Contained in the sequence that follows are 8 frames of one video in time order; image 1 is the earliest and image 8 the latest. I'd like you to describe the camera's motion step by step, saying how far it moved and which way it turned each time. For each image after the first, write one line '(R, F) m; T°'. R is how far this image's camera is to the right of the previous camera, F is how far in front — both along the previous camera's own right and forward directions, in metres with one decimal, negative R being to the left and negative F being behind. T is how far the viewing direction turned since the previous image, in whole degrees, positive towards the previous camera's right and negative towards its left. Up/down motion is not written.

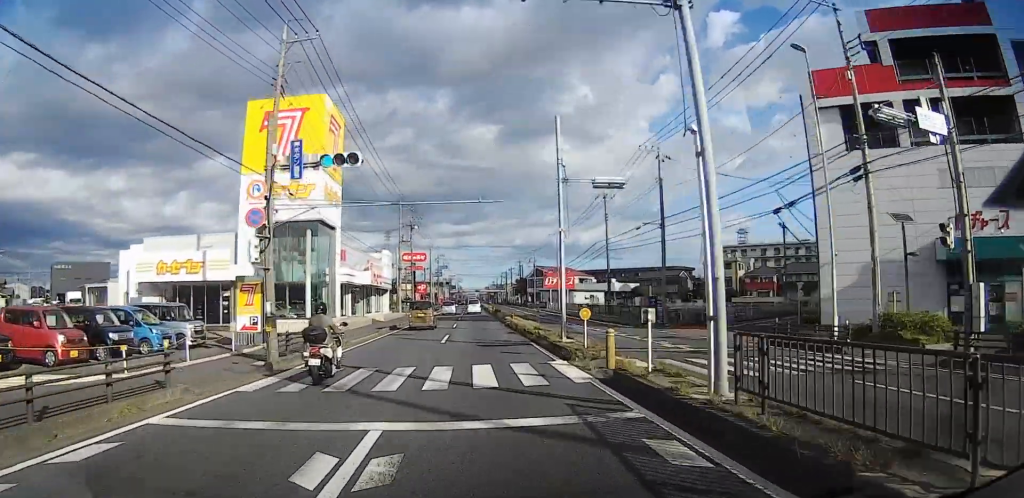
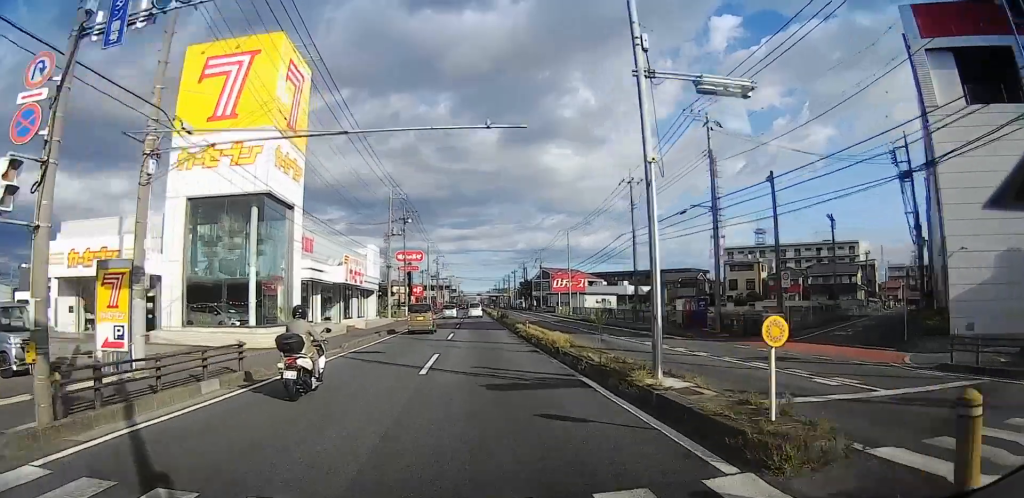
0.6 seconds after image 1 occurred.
(+0.5, +10.6) m; +1°
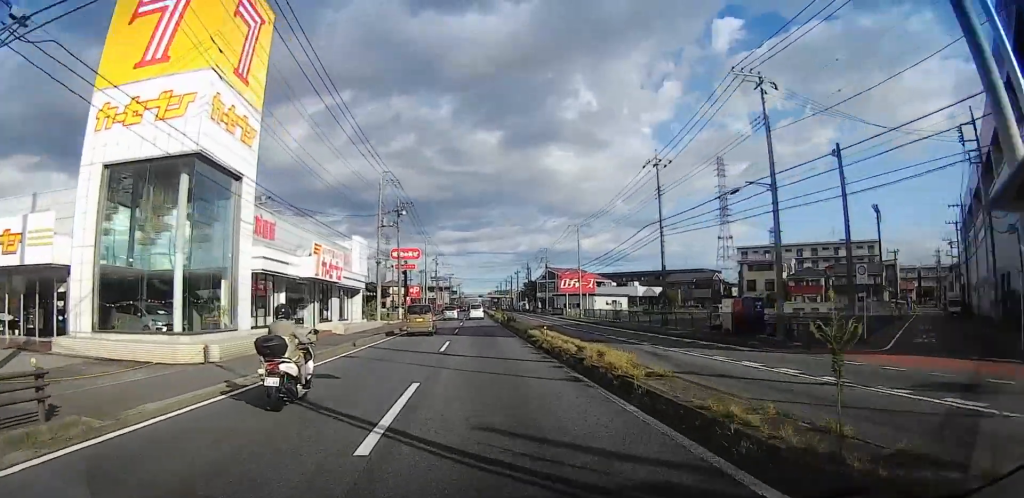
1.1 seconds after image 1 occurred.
(-0.3, +7.8) m; -1°
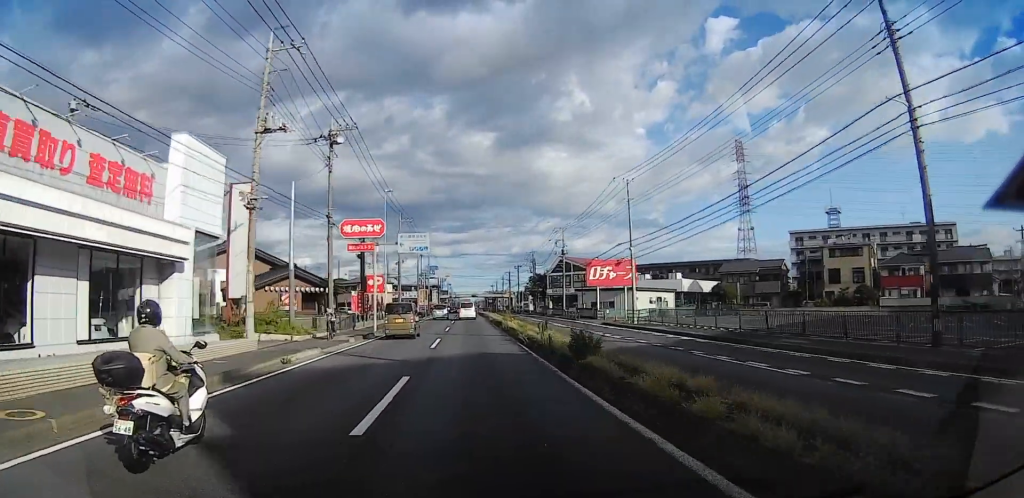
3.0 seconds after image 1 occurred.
(-0.7, +29.5) m; -1°
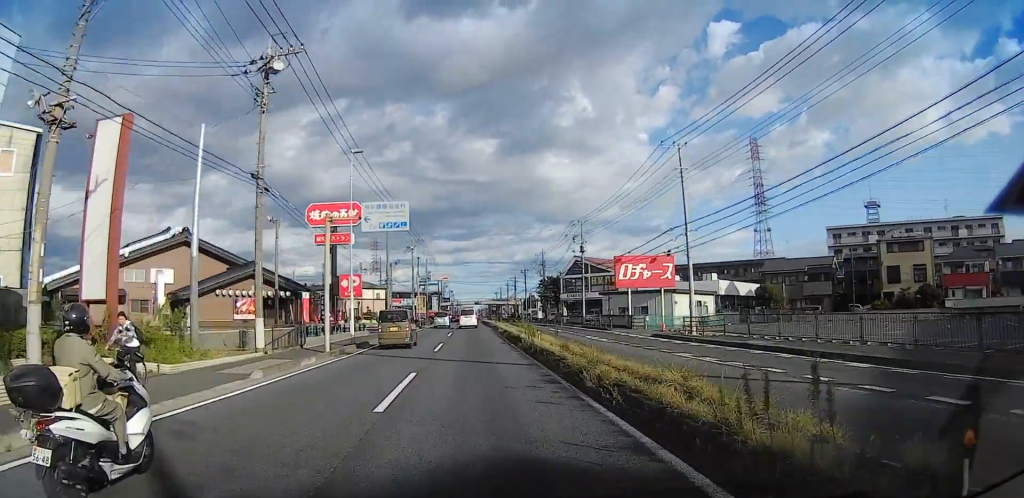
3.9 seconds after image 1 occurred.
(0.0, +13.1) m; 0°
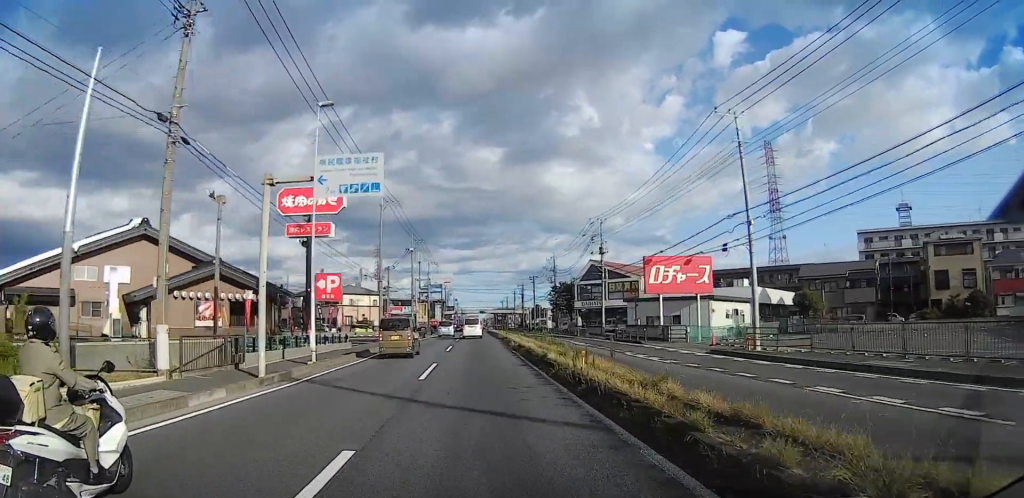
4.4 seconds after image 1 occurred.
(0.0, +8.3) m; 0°
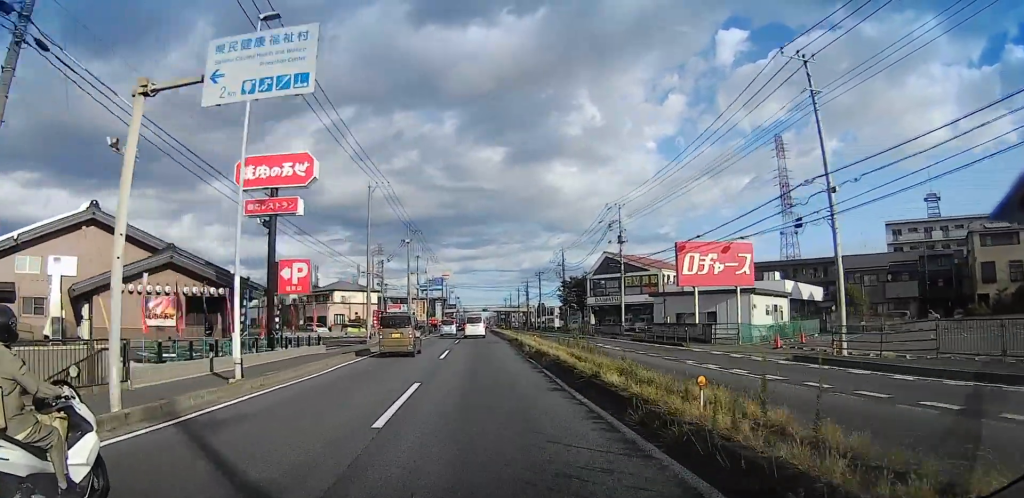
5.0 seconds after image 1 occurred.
(0.0, +6.6) m; 0°
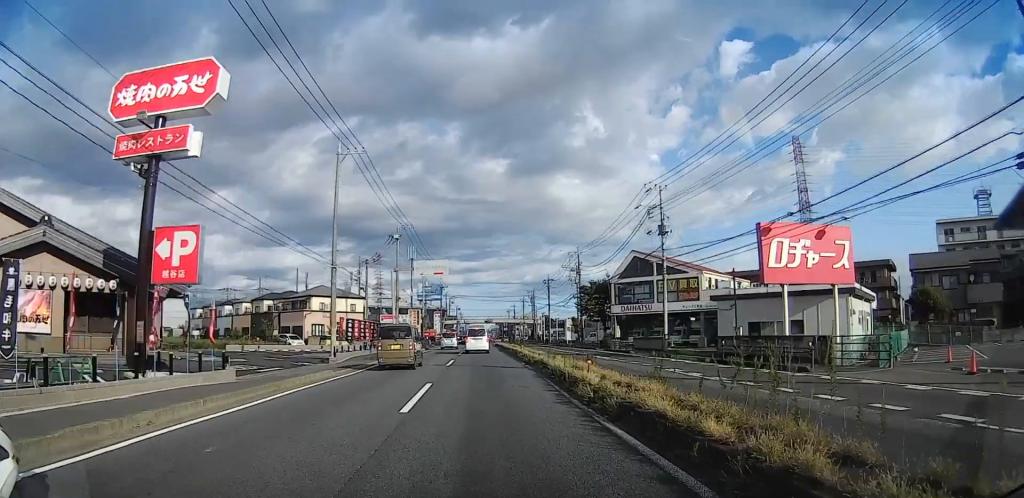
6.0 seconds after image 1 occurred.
(0.0, +9.8) m; 0°
